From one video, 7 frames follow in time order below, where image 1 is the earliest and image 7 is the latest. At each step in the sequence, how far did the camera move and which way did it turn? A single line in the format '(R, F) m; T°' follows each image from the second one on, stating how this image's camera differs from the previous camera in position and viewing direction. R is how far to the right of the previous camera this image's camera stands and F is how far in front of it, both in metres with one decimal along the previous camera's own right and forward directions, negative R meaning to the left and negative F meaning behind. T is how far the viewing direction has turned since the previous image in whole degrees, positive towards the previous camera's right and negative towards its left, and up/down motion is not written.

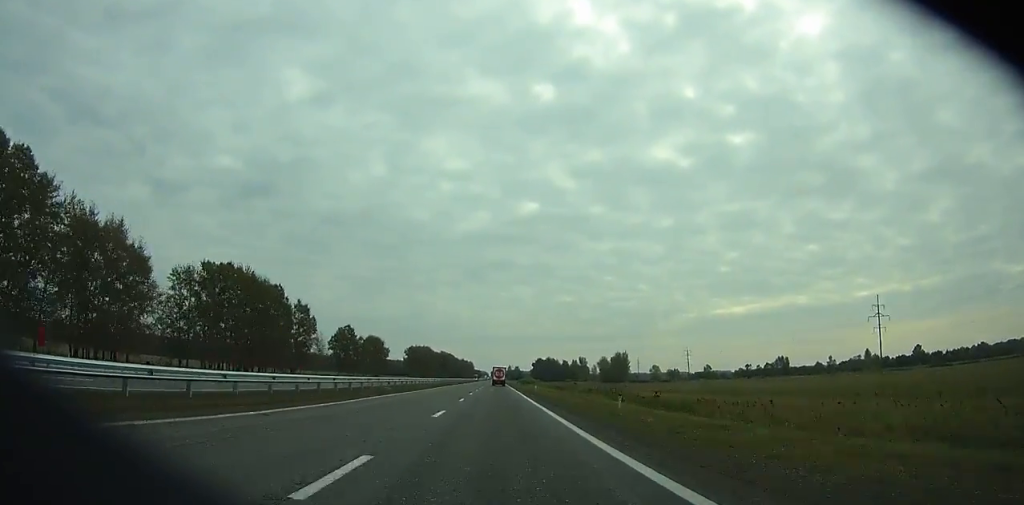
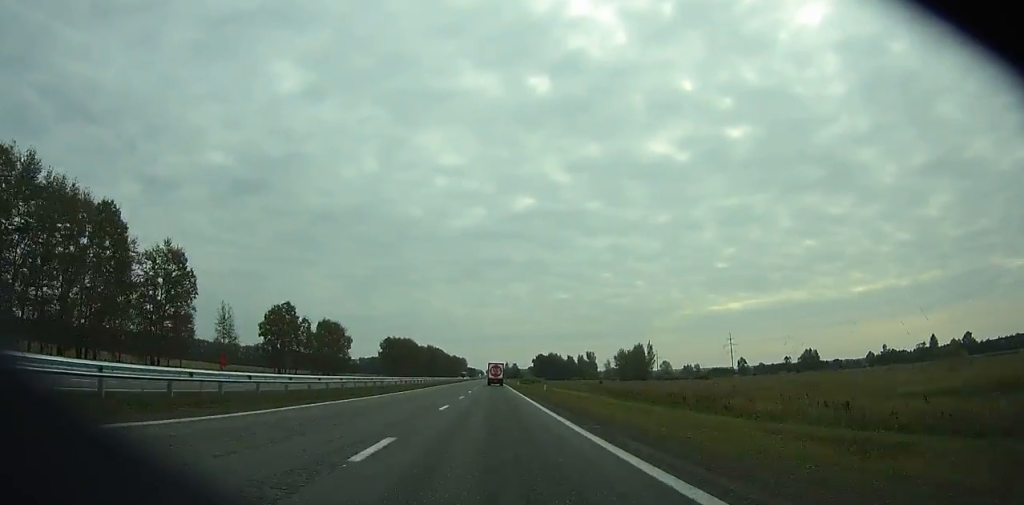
(+0.1, +68.3) m; 0°
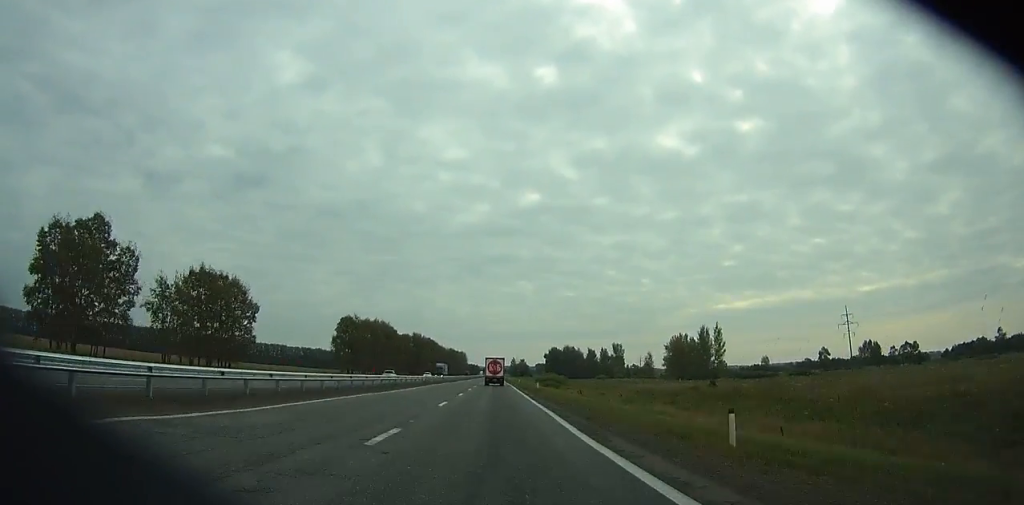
(+0.4, +95.1) m; 0°
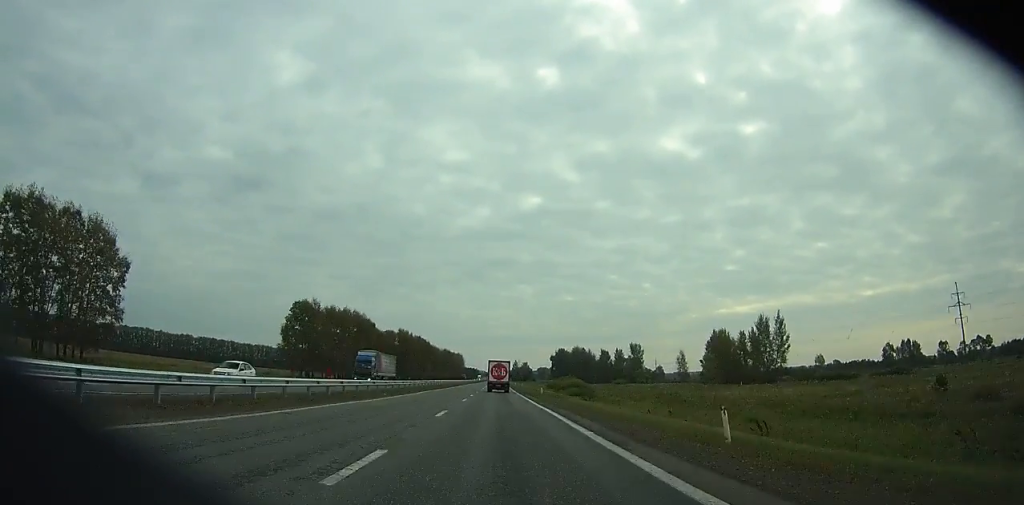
(-0.2, +51.4) m; 0°
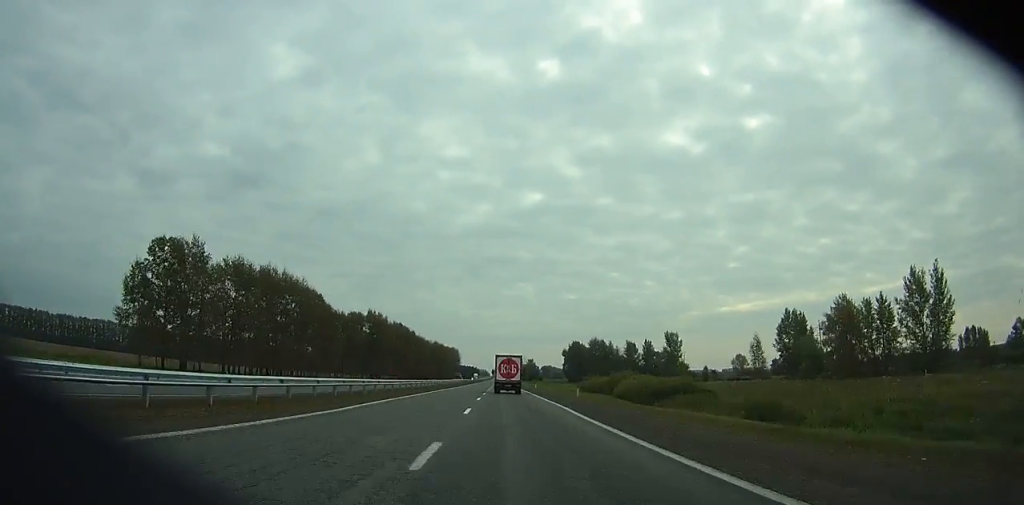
(-0.3, +69.6) m; 0°
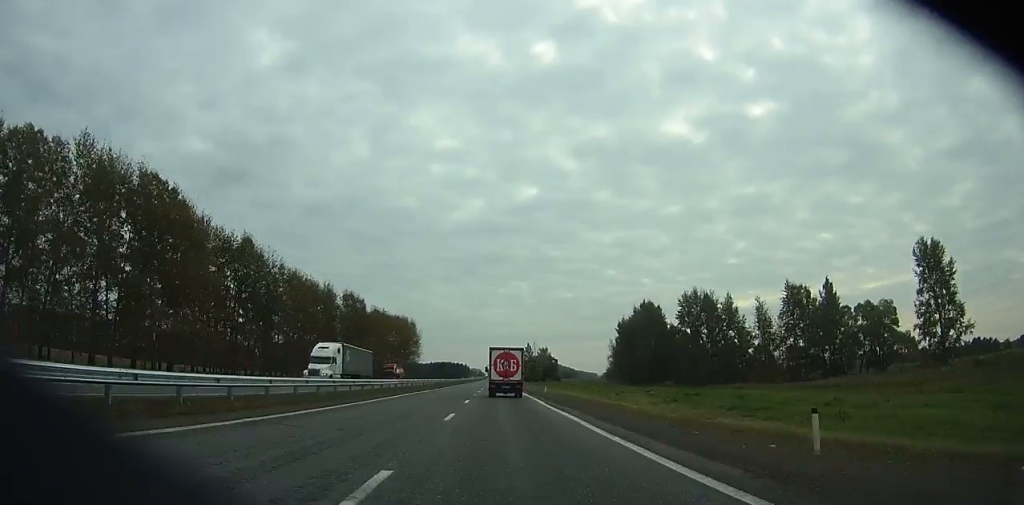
(+1.1, +185.2) m; 0°
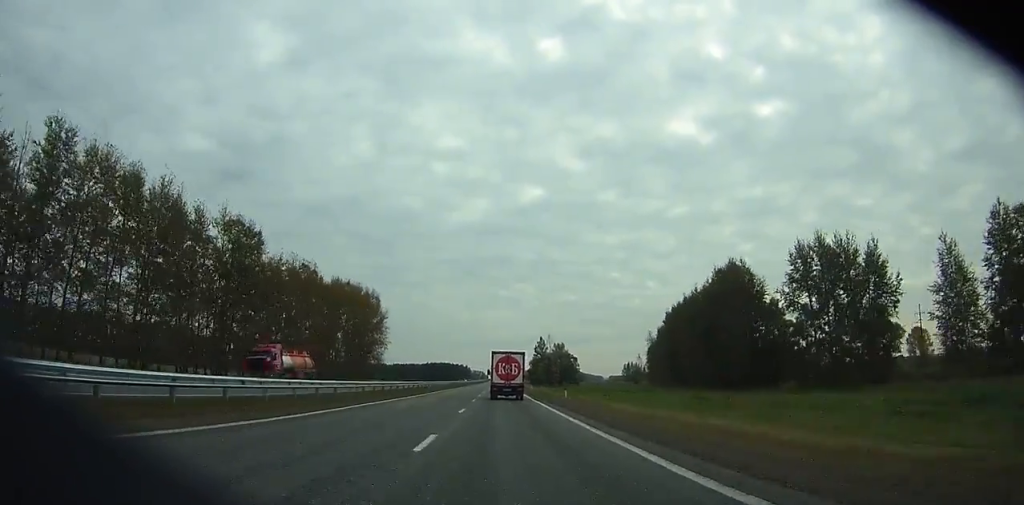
(0.0, +68.5) m; 0°
